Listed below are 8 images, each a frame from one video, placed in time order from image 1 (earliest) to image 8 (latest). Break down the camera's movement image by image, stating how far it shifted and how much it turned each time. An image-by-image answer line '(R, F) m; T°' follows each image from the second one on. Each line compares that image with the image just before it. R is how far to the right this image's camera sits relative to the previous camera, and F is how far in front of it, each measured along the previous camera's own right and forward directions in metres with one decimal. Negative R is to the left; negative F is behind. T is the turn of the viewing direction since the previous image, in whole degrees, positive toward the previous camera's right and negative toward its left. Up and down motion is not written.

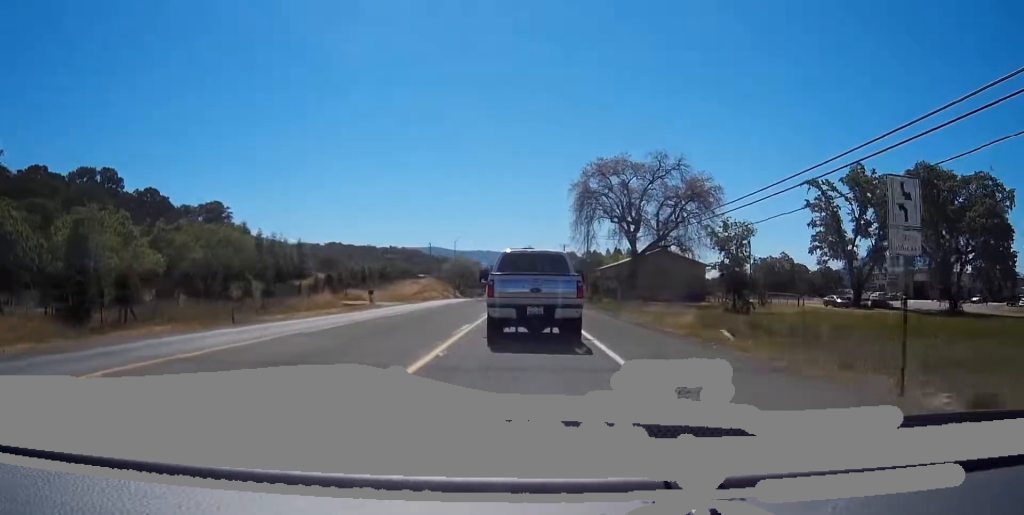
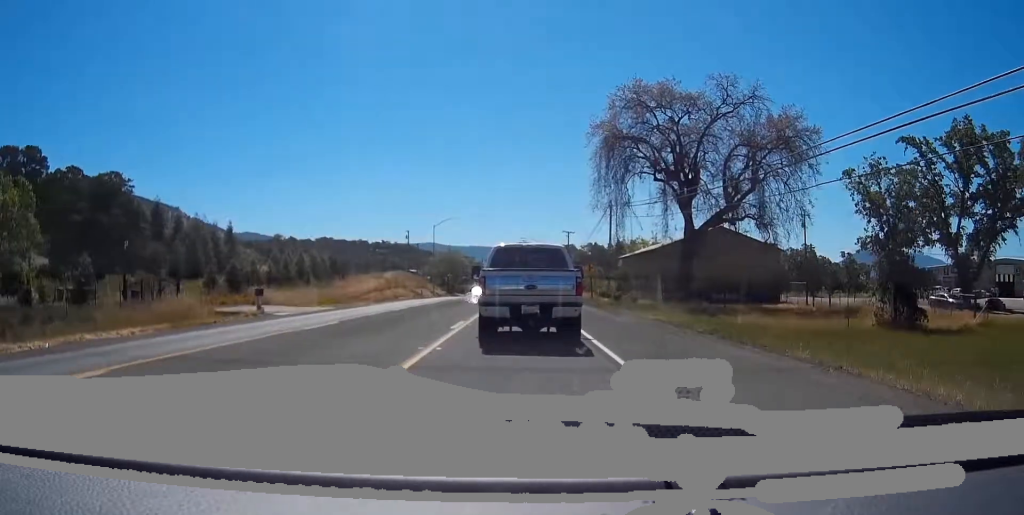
(0.0, +28.6) m; 0°
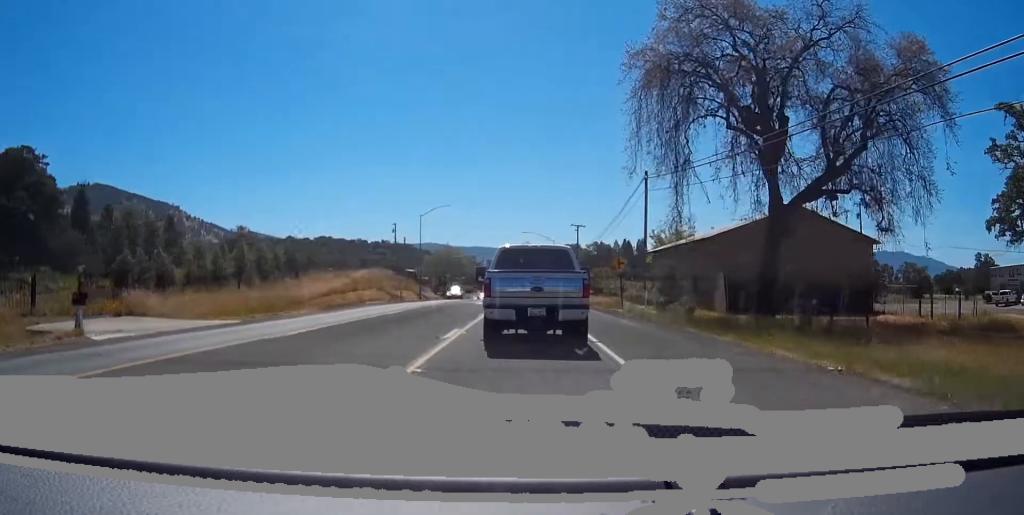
(+0.1, +17.8) m; 0°
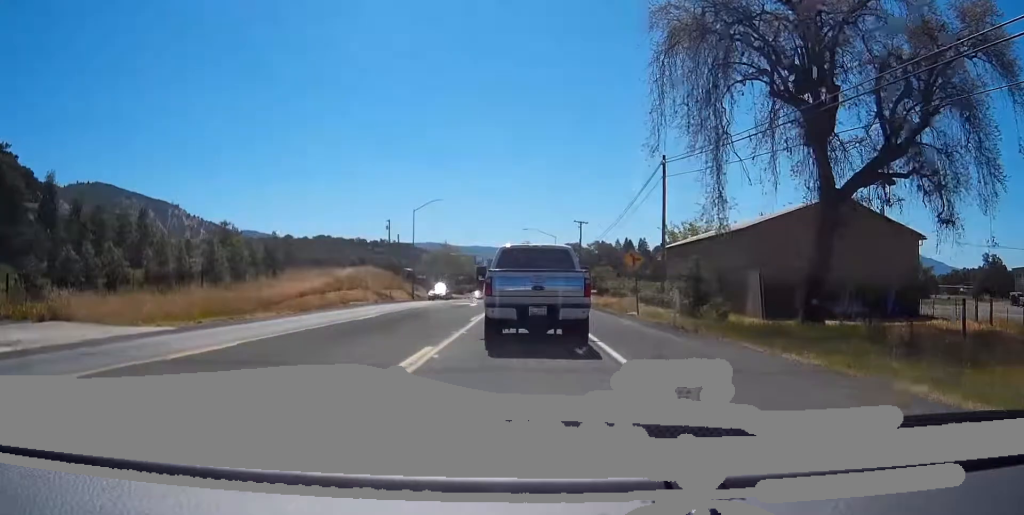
(0.0, +6.2) m; 0°
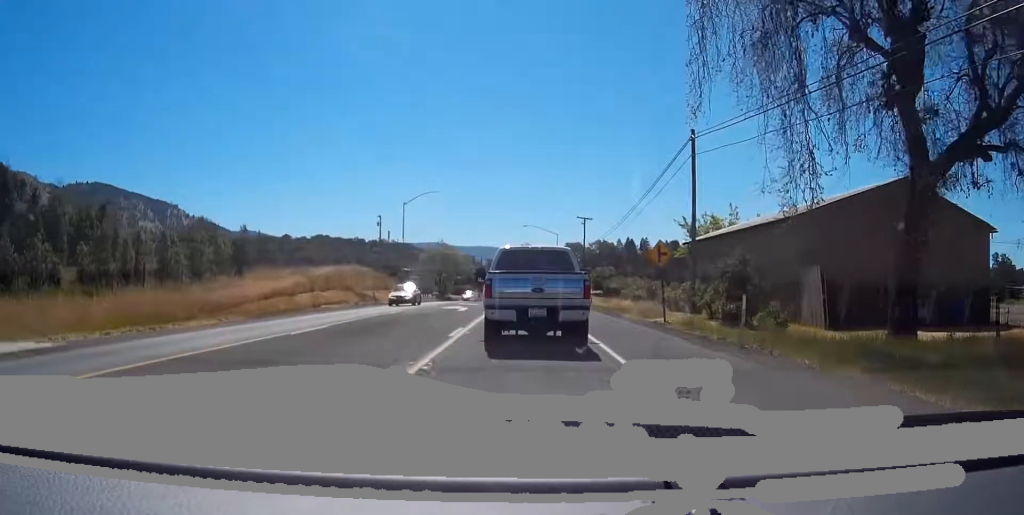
(0.0, +7.6) m; 0°
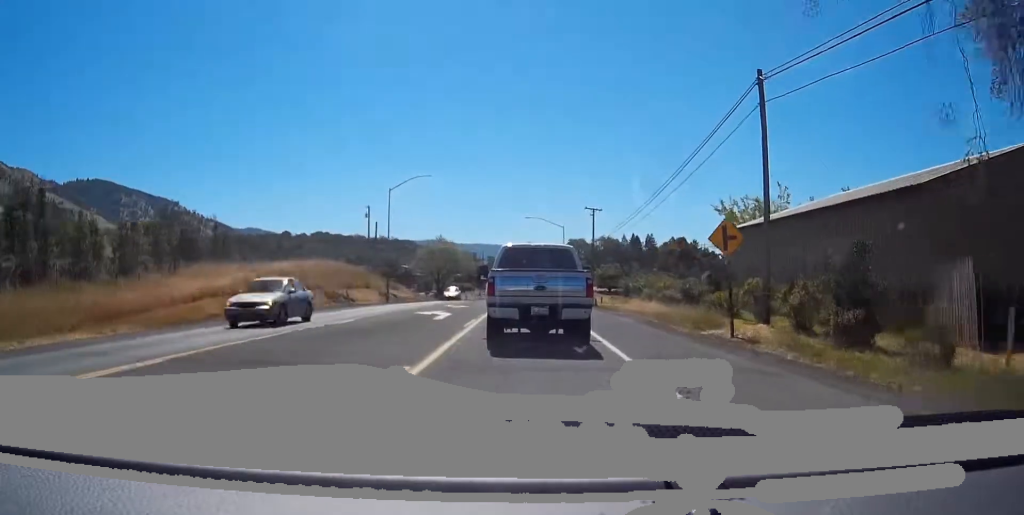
(0.0, +10.4) m; 0°
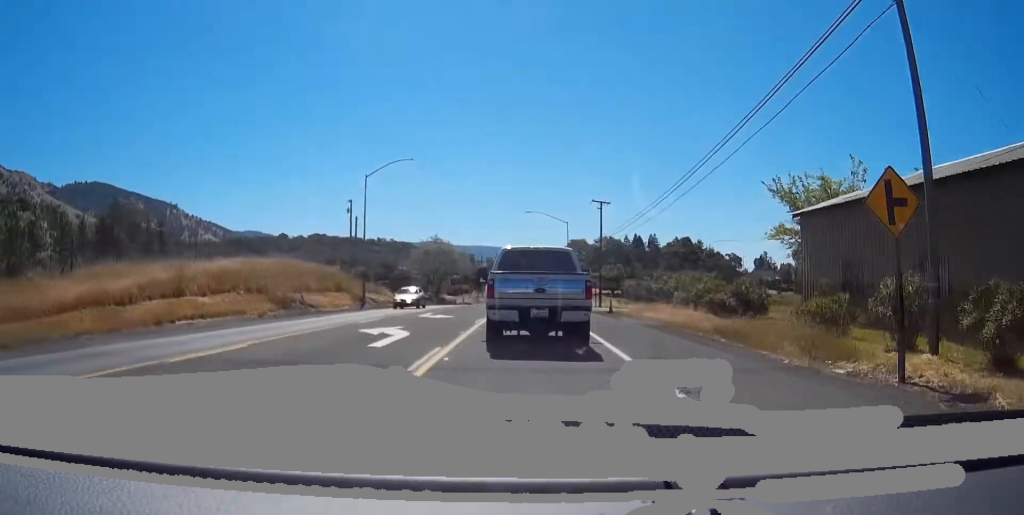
(0.0, +10.8) m; 0°
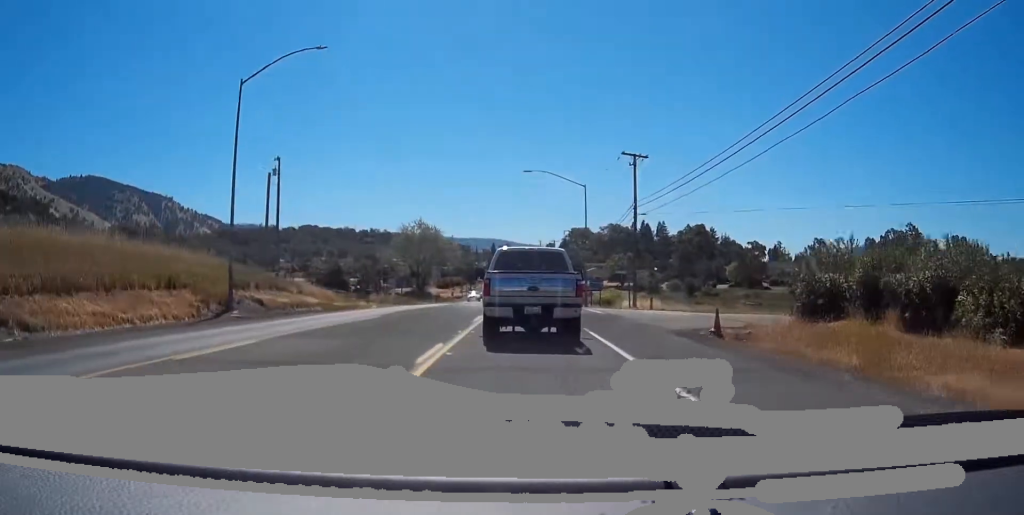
(0.0, +28.8) m; 0°
